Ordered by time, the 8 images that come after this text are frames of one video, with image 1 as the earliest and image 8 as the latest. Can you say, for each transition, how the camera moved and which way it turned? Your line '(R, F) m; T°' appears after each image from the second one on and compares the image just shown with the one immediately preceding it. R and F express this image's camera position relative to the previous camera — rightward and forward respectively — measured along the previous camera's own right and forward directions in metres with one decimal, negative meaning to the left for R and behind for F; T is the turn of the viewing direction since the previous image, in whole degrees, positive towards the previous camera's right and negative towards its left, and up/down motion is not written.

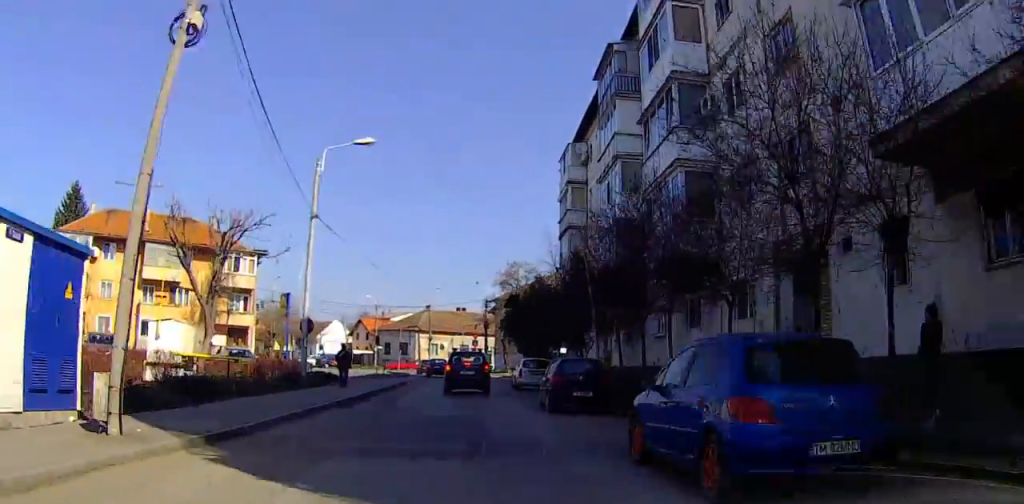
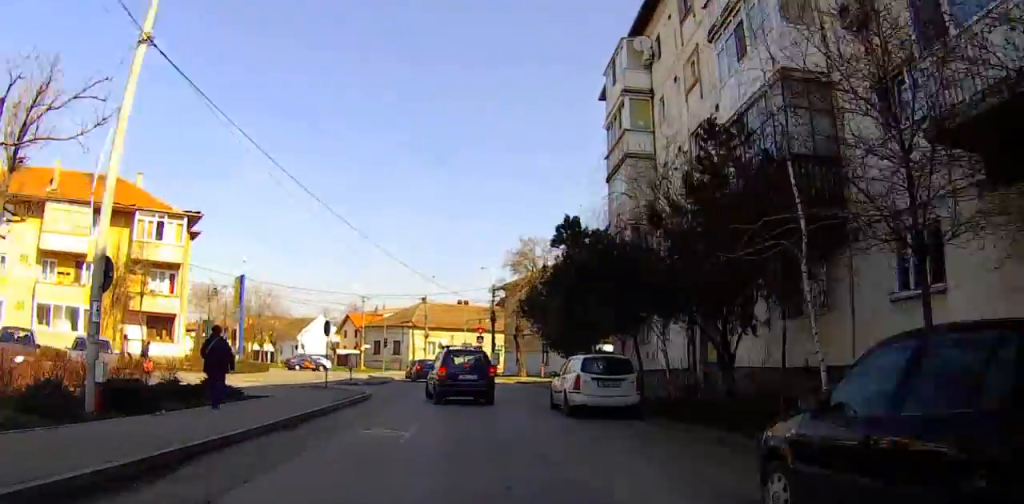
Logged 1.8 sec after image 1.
(+0.1, +13.5) m; -4°
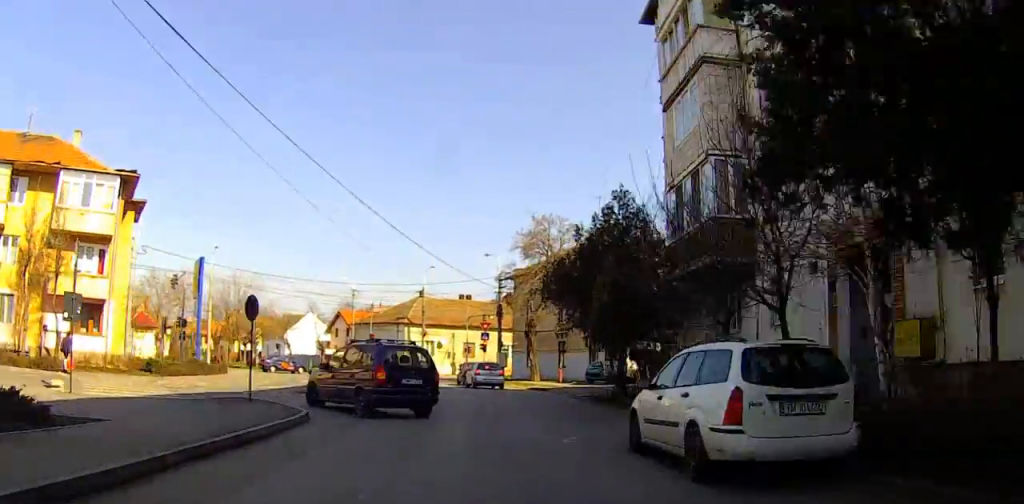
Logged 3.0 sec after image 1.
(+0.5, +8.0) m; -6°
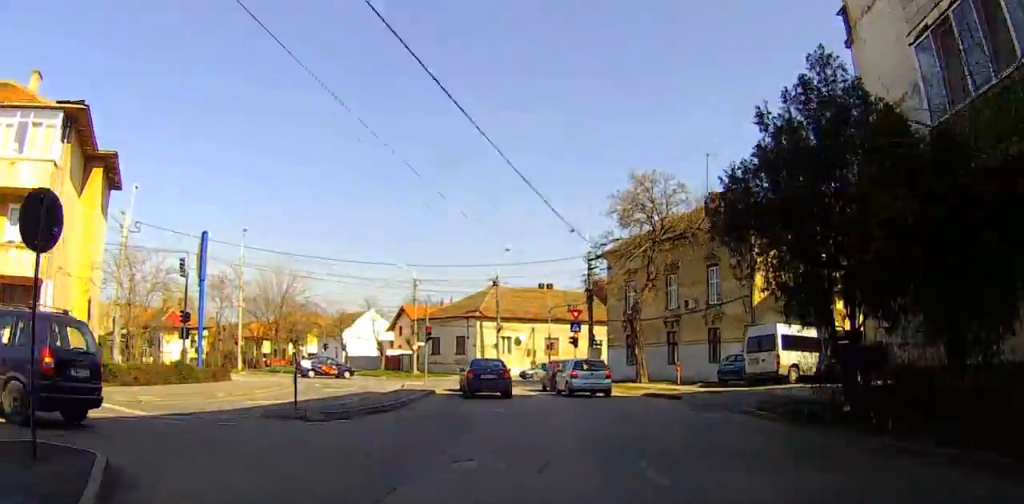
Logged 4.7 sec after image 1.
(-1.9, +9.9) m; -10°
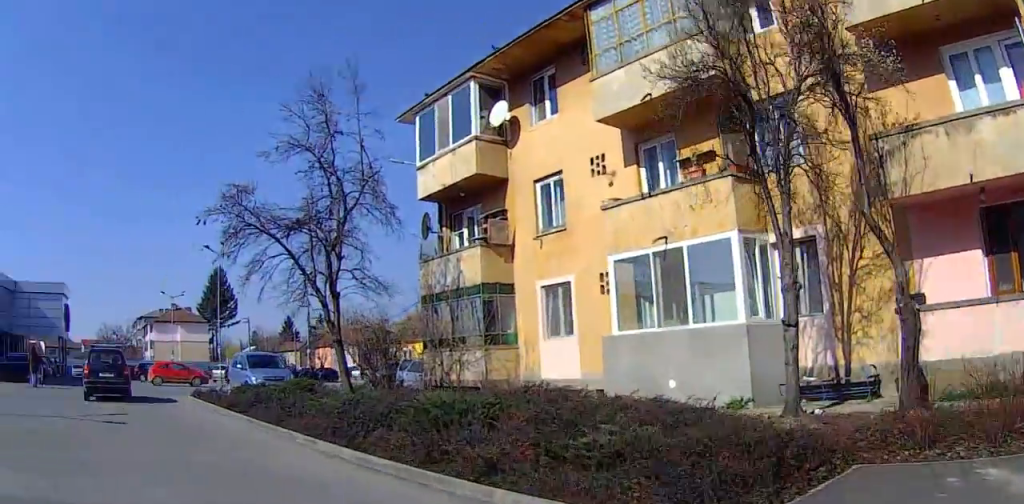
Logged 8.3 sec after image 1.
(-4.0, +14.0) m; -63°
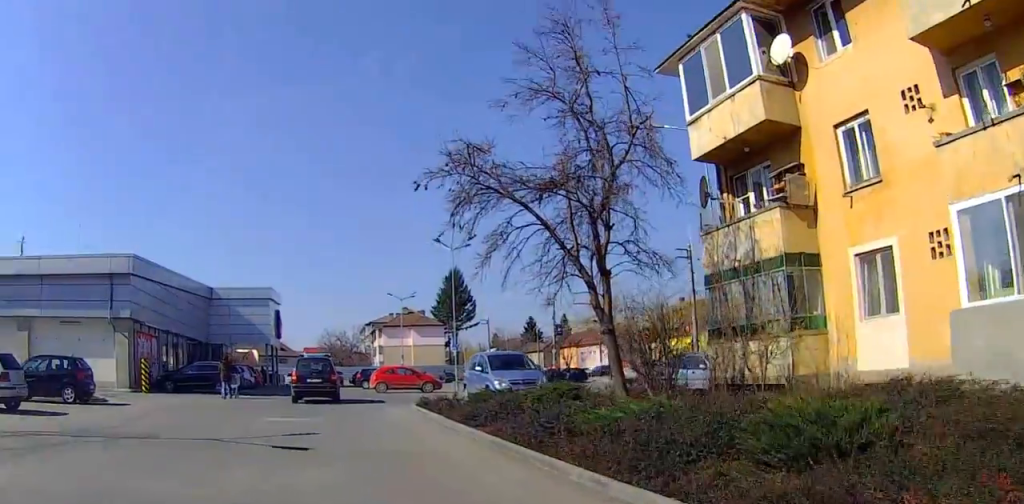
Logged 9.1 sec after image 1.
(-0.1, +2.7) m; -22°
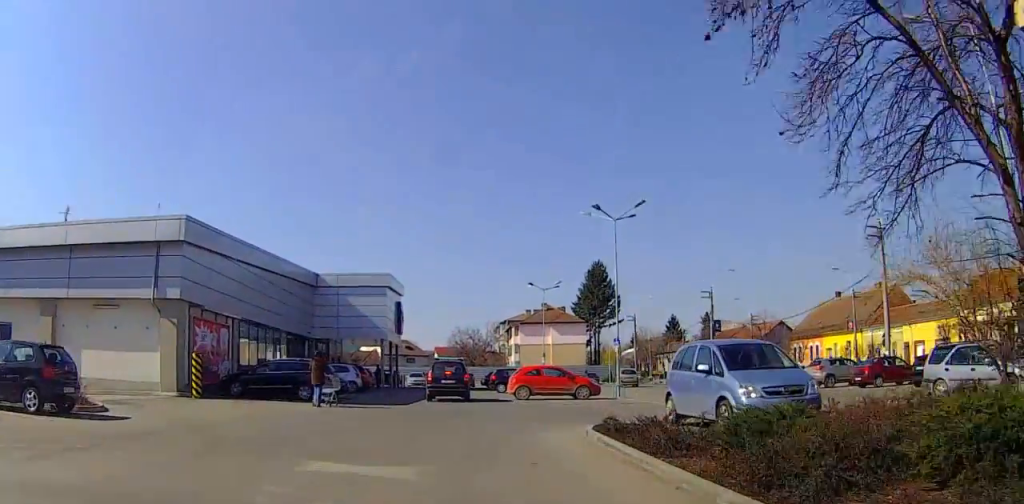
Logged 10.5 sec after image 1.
(-2.1, +7.1) m; -13°
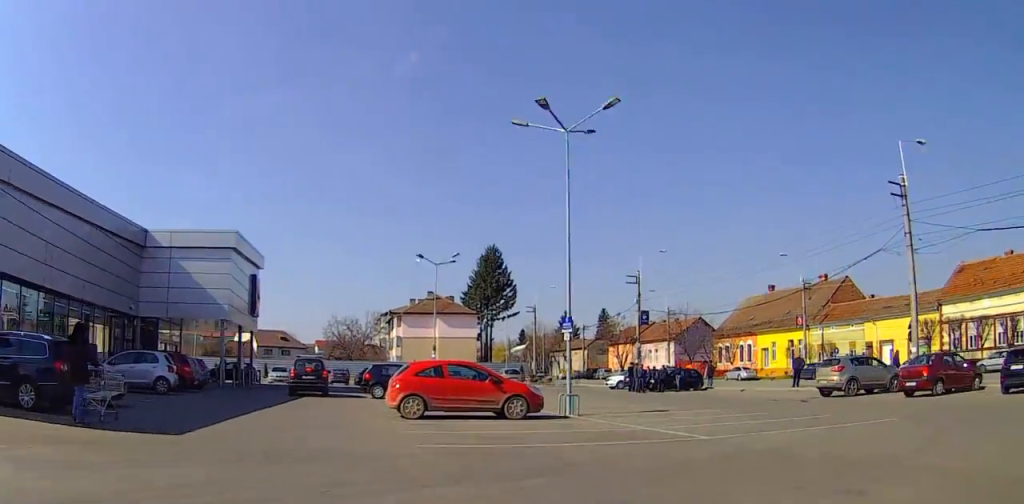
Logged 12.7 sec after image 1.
(-0.7, +11.1) m; +3°
